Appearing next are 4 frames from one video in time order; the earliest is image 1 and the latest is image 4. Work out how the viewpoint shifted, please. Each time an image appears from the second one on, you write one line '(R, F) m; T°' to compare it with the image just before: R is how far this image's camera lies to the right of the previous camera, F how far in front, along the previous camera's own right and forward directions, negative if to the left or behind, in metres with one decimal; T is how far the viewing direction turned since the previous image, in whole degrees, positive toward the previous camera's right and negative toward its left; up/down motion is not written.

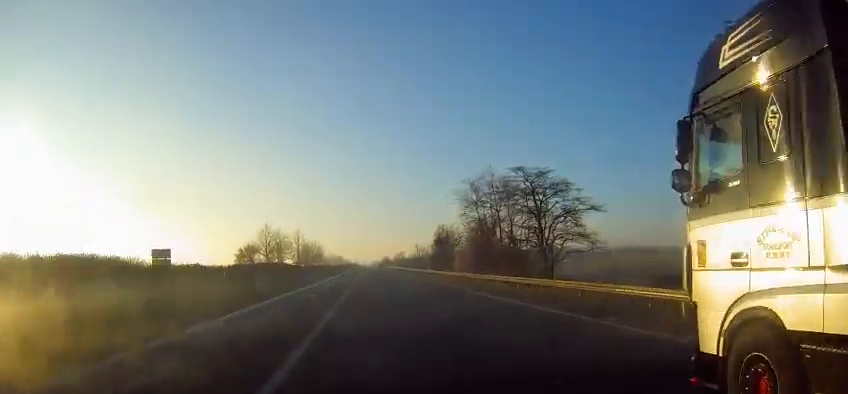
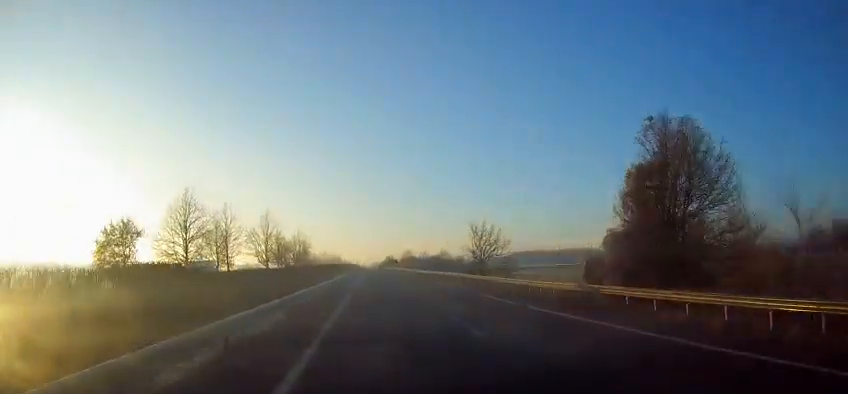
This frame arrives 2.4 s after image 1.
(+0.1, +68.5) m; 0°
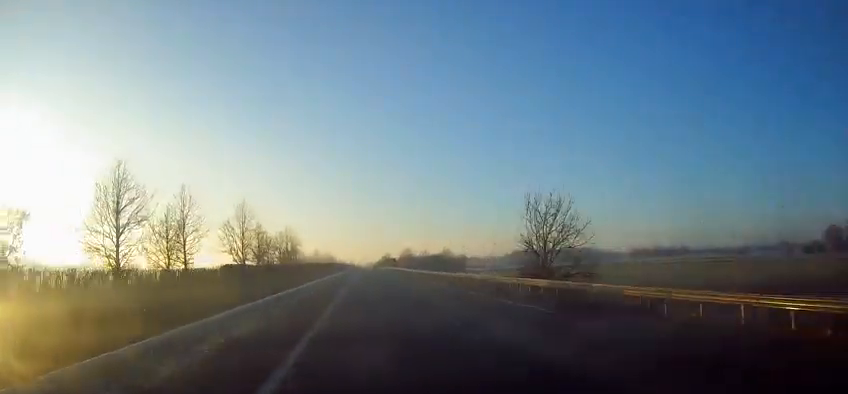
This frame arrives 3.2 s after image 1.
(0.0, +23.3) m; 0°
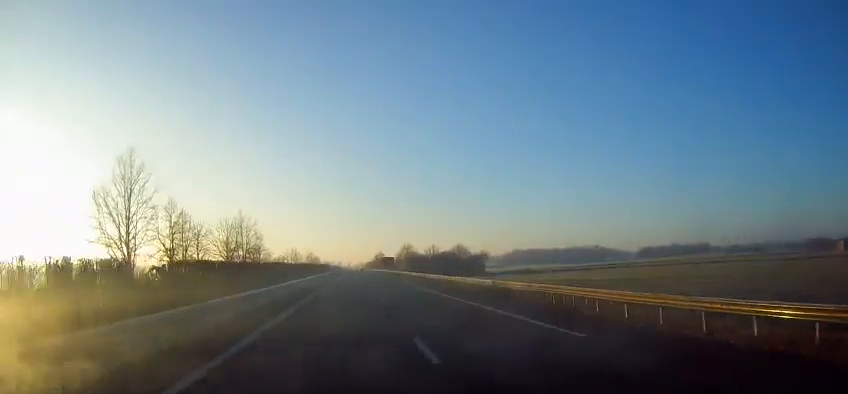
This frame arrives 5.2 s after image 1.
(+0.1, +58.1) m; +1°
